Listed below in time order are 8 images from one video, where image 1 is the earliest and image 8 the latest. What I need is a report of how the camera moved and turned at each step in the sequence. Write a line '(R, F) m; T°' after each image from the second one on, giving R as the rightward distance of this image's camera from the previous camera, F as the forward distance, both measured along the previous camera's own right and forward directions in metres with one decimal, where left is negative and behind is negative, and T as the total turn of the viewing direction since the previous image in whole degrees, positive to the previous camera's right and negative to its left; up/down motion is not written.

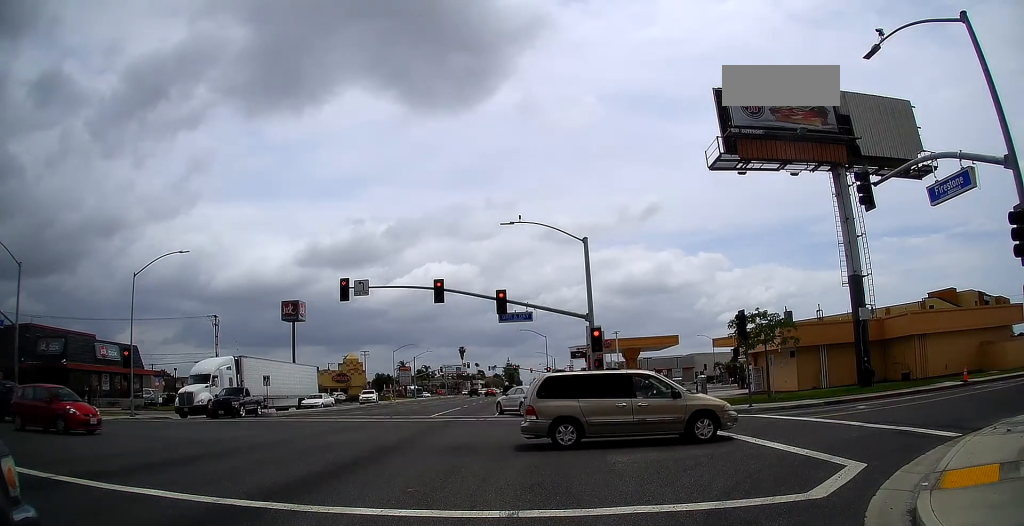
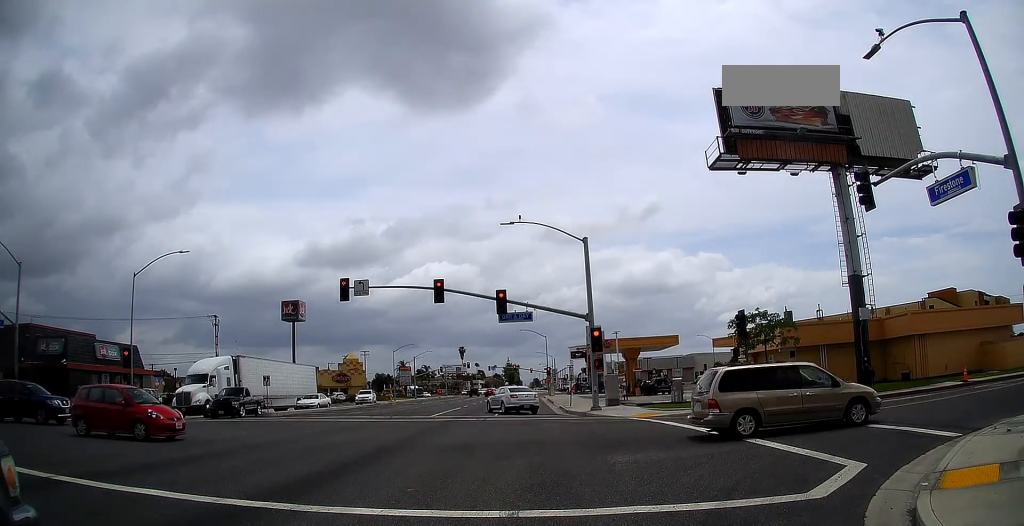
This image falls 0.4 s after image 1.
(0.0, 0.0) m; 0°
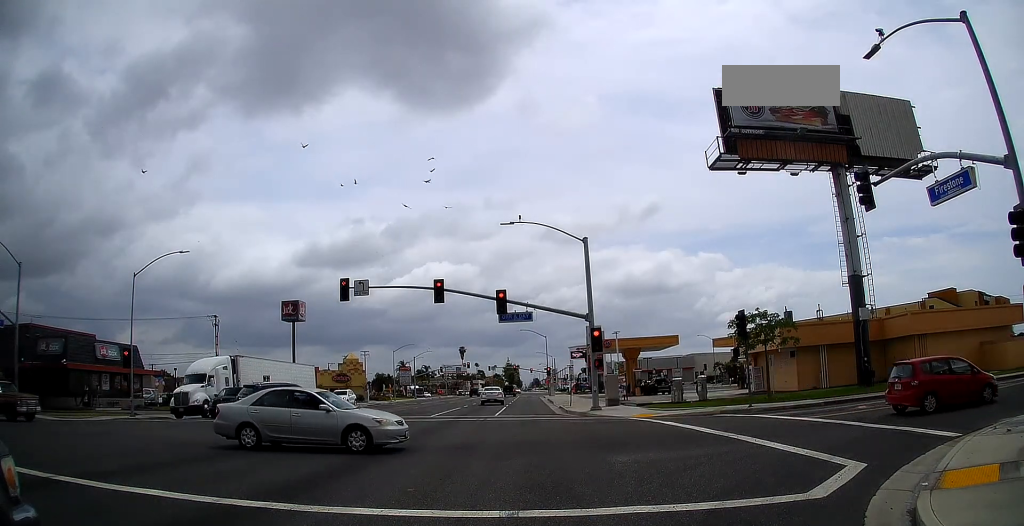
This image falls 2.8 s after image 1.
(0.0, 0.0) m; 0°
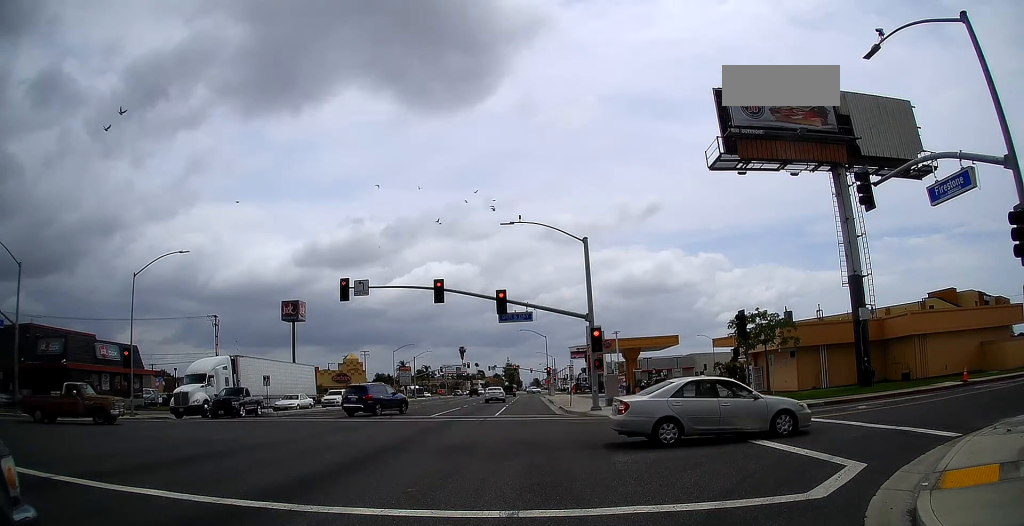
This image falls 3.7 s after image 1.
(0.0, 0.0) m; 0°
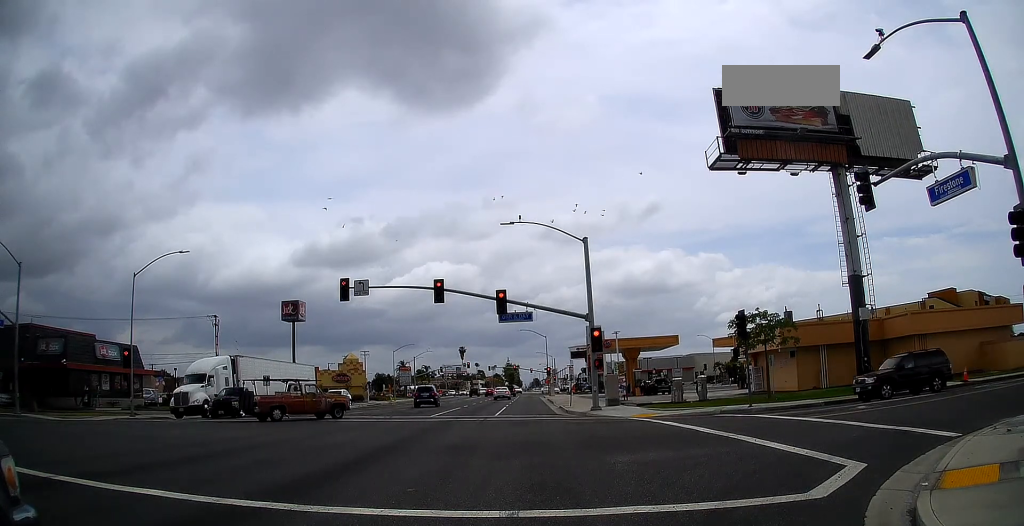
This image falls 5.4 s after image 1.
(0.0, 0.0) m; 0°
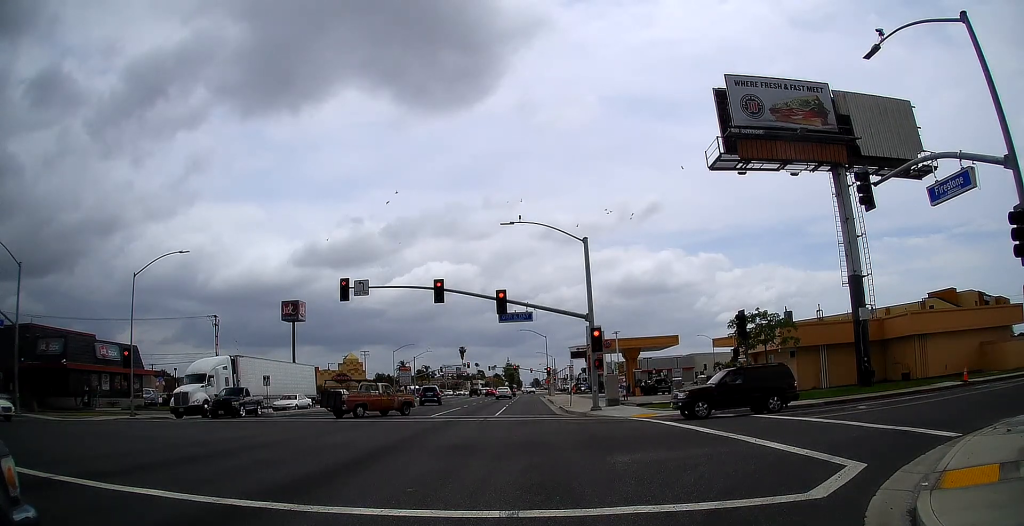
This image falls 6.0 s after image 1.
(0.0, 0.0) m; 0°
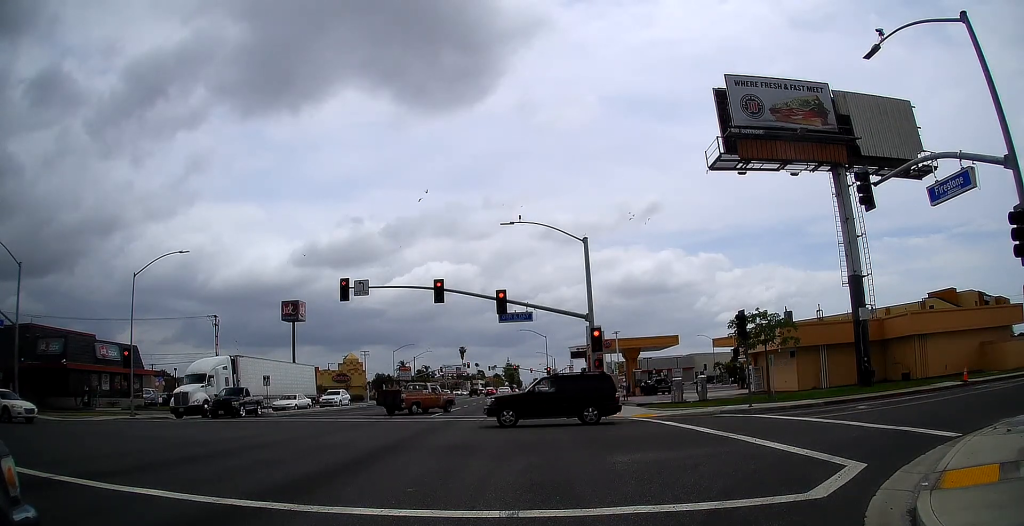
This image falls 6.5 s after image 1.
(0.0, 0.0) m; 0°
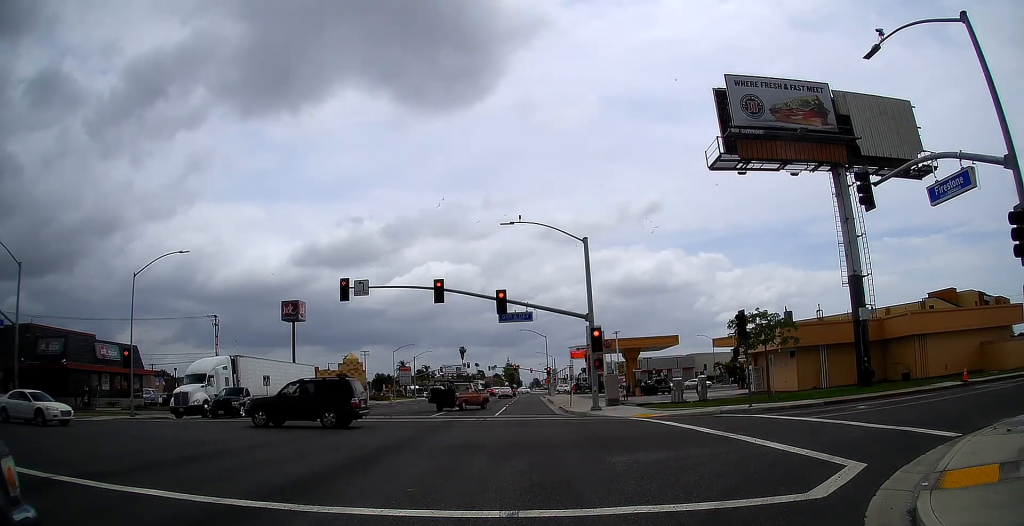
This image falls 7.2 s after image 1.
(0.0, 0.0) m; 0°
